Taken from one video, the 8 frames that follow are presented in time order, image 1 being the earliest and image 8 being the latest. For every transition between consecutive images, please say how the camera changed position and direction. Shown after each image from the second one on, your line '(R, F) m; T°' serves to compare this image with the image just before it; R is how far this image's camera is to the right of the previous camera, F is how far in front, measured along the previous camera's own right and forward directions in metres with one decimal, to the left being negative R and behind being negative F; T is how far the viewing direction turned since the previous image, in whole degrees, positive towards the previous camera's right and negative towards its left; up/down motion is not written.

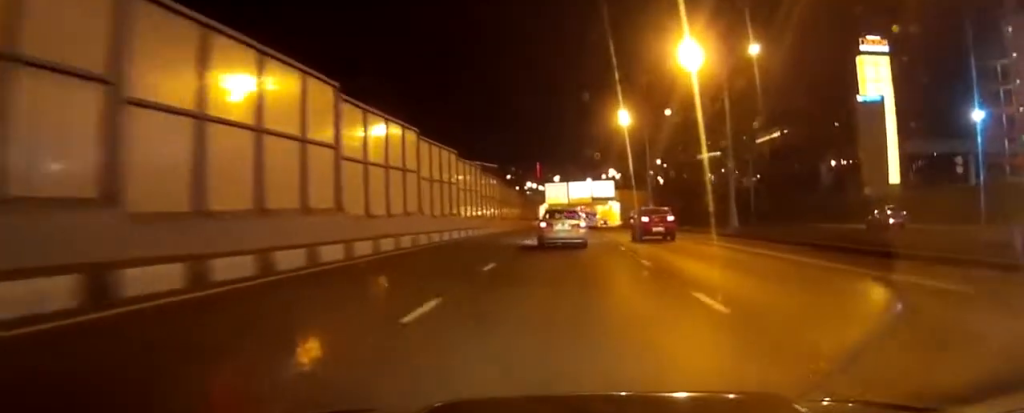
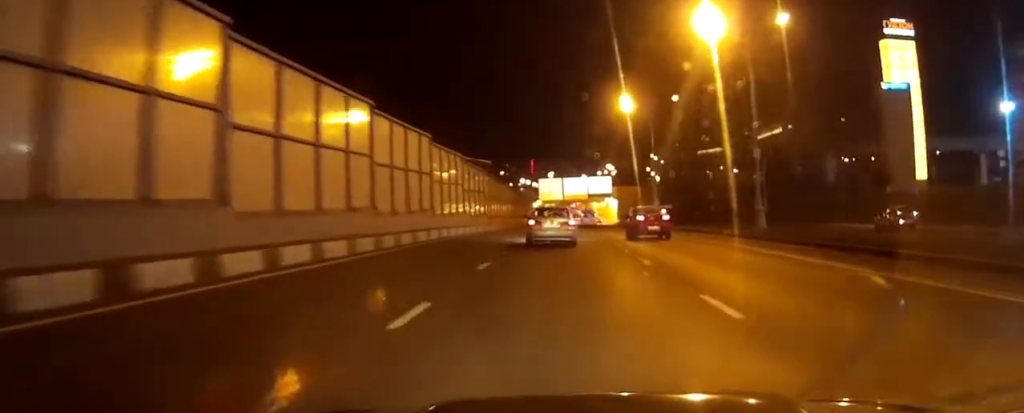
(0.0, +8.9) m; 0°
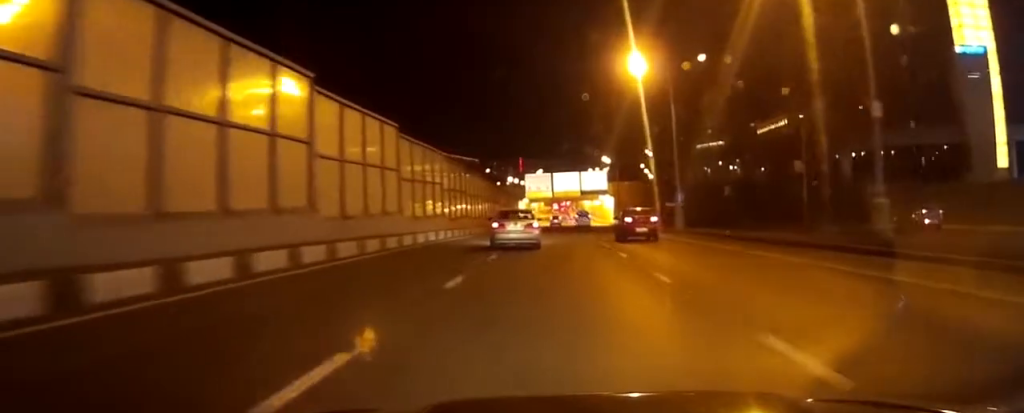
(+0.2, +19.6) m; +1°
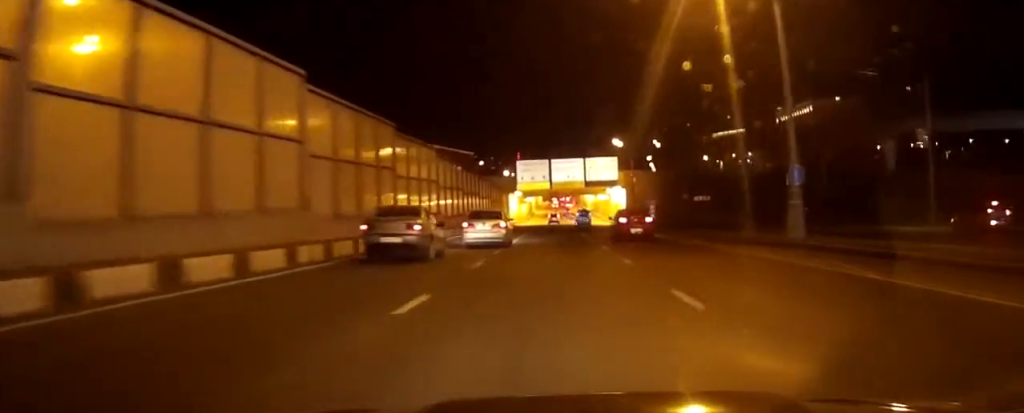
(+0.1, +26.7) m; 0°
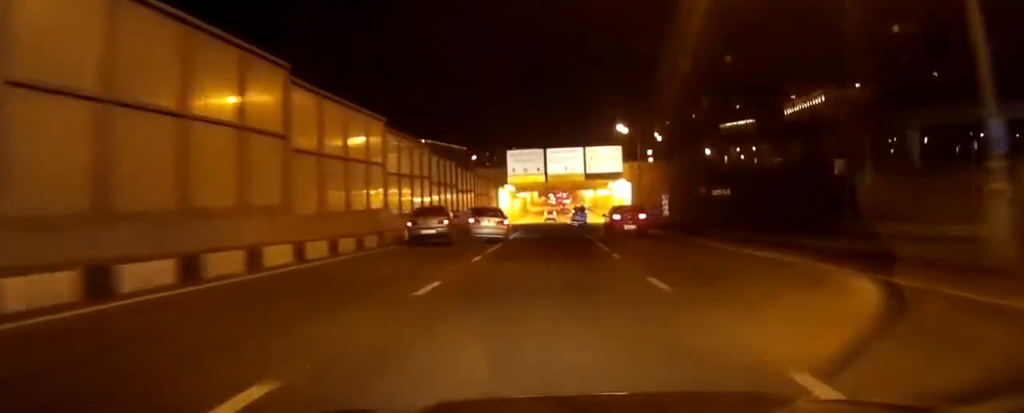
(-0.1, +13.7) m; 0°
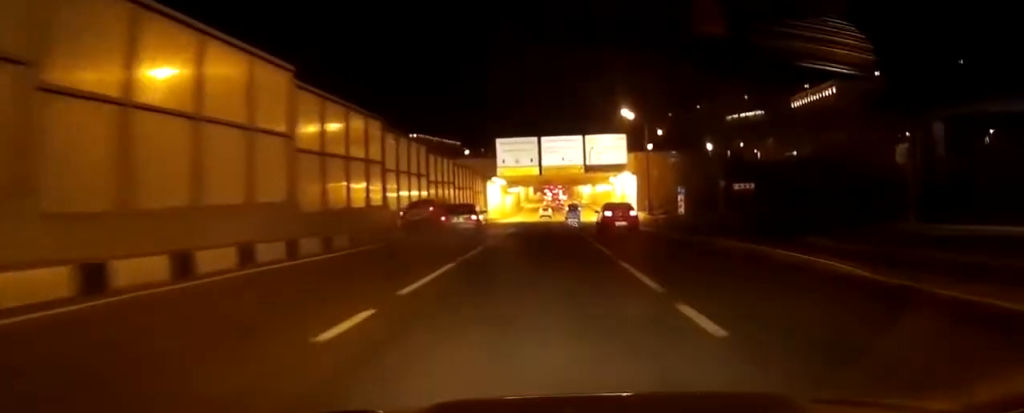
(+0.1, +11.4) m; +1°
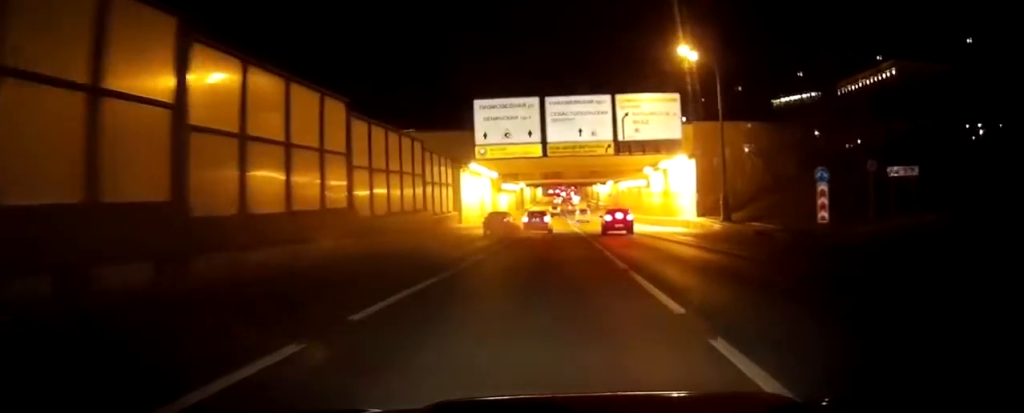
(+0.6, +34.9) m; +1°
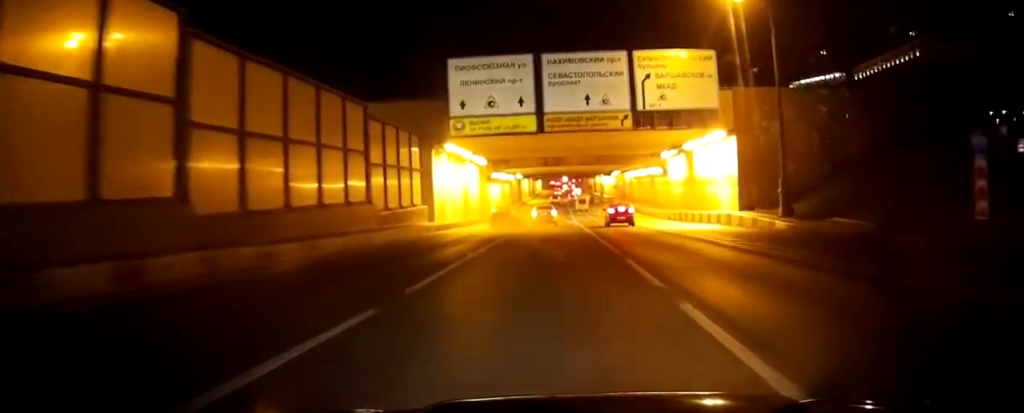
(-0.1, +13.3) m; -2°
